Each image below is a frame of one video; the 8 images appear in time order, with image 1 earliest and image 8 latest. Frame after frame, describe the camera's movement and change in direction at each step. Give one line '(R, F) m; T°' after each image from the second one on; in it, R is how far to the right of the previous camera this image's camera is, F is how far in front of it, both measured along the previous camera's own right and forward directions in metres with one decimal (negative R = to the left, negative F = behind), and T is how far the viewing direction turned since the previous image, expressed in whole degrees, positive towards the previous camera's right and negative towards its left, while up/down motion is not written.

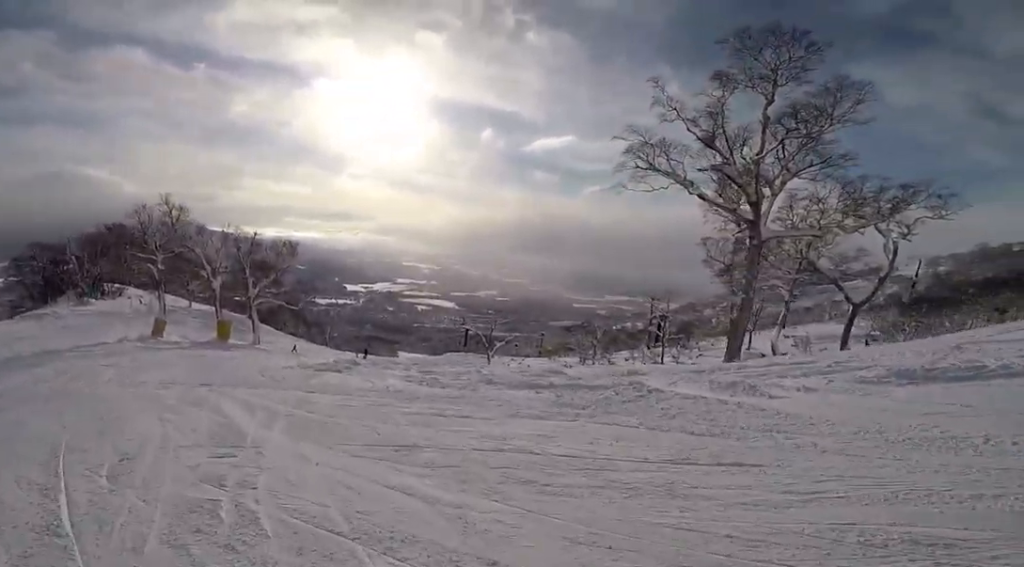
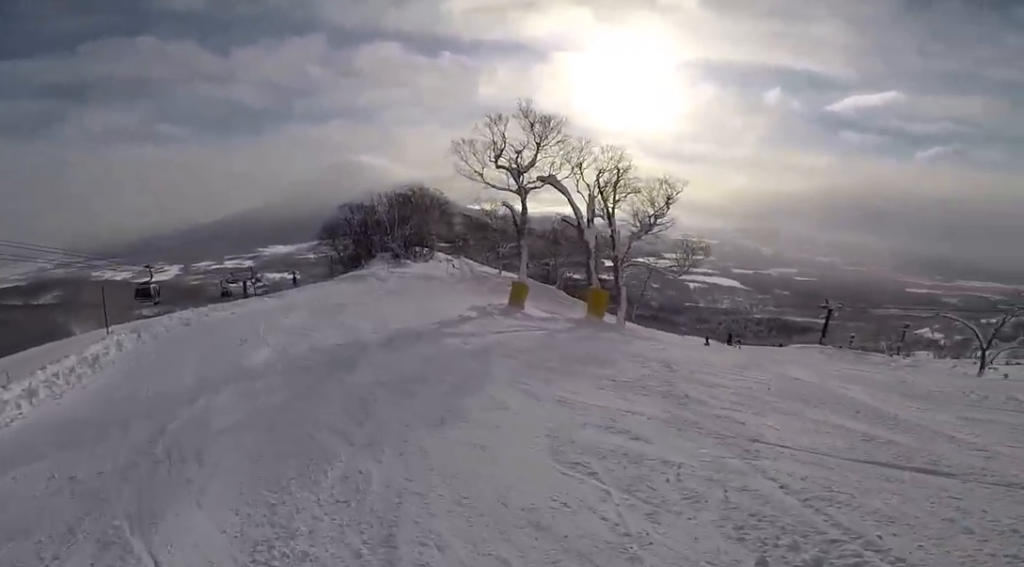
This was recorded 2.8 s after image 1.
(-3.2, +17.7) m; -10°
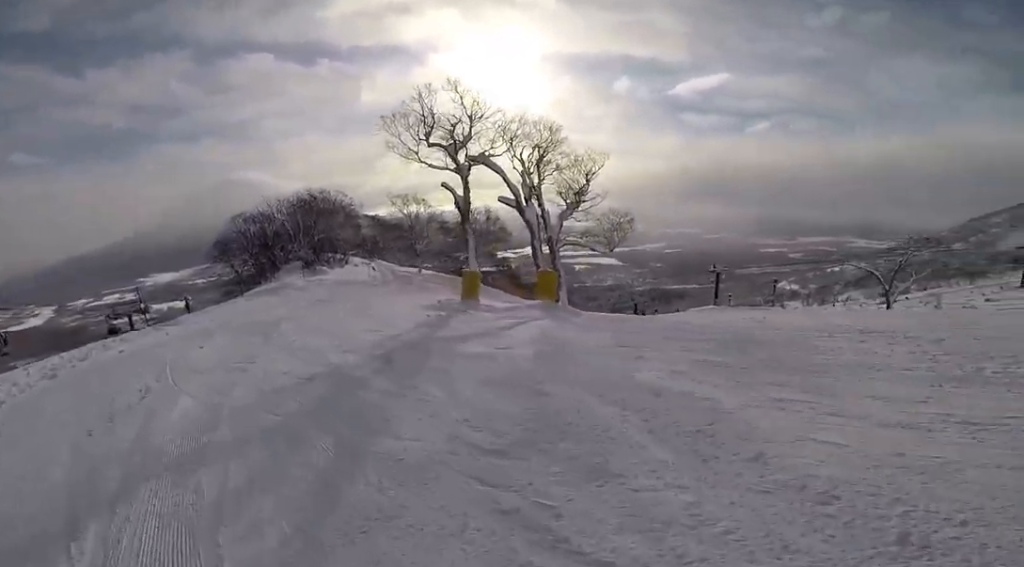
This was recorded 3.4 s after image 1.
(+0.8, +3.3) m; +10°
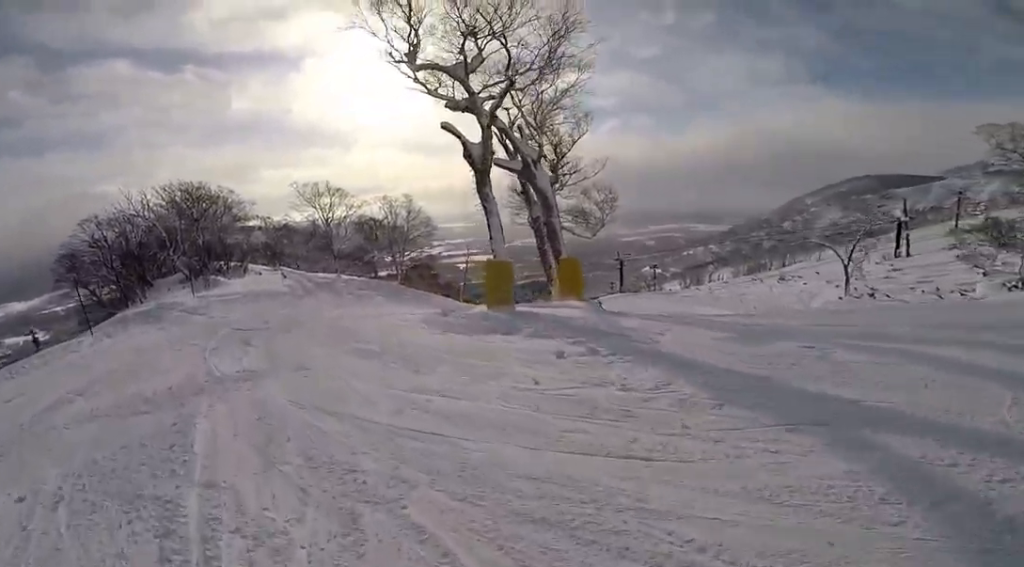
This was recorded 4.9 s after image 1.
(+0.9, +8.4) m; +7°
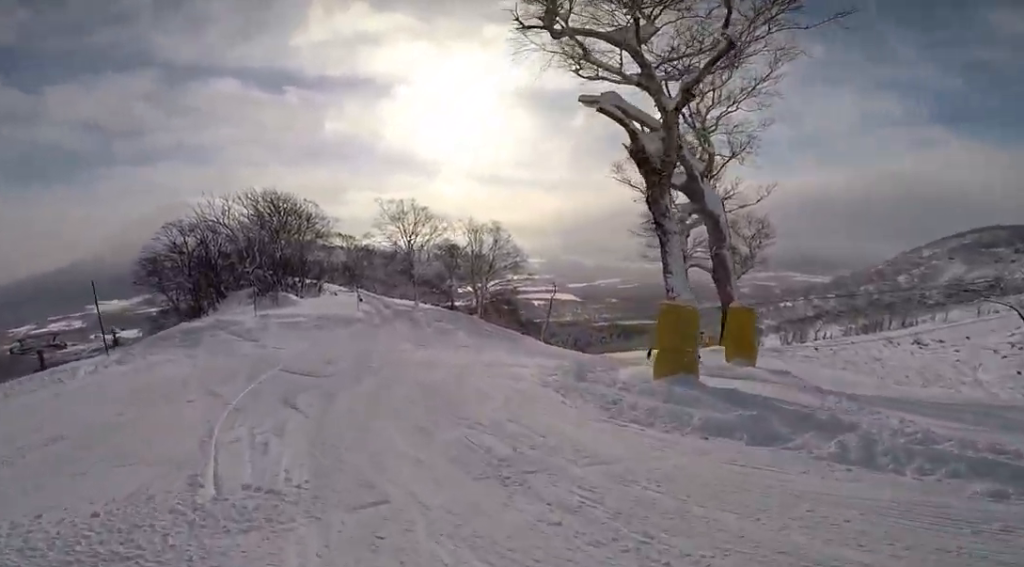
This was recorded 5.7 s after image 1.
(0.0, +4.0) m; 0°
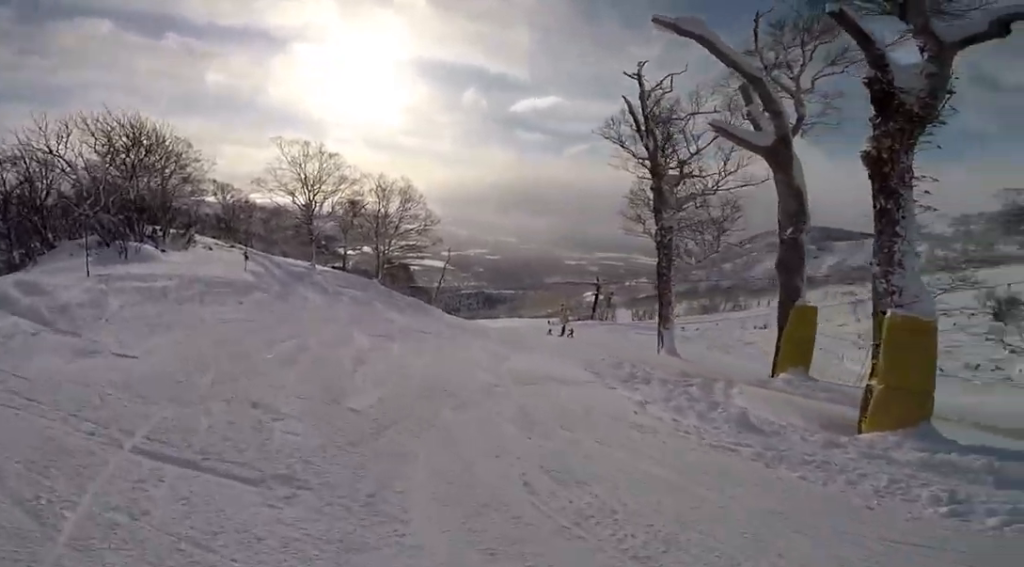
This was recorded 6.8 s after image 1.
(+0.1, +5.6) m; +10°
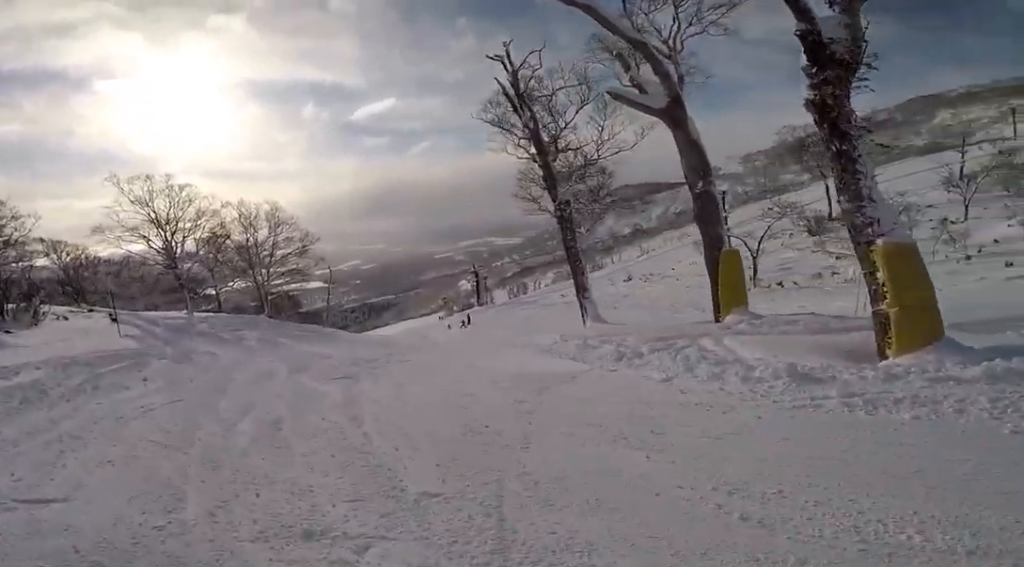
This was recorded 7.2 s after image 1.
(+0.2, +2.0) m; +12°
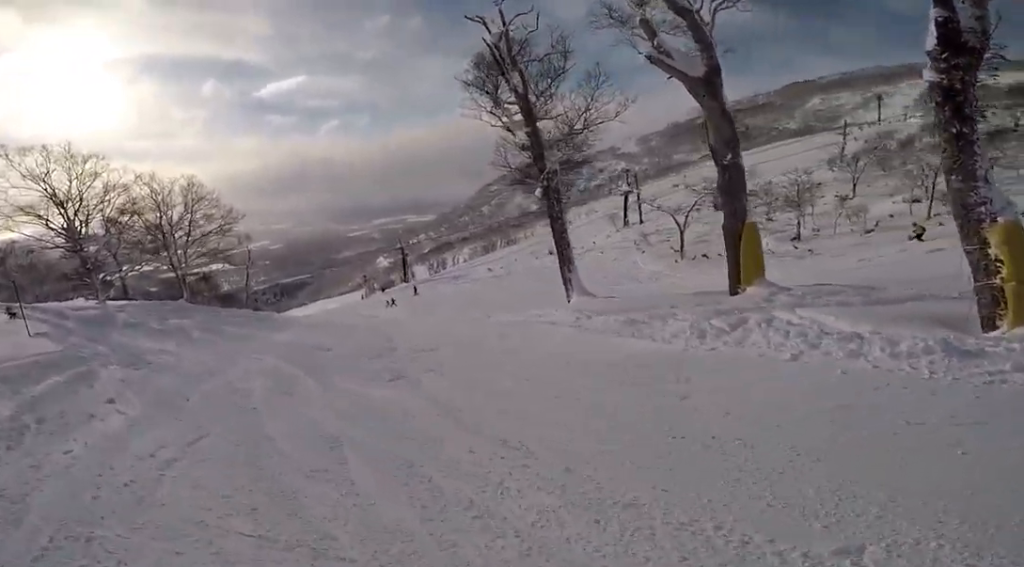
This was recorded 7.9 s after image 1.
(+0.3, +2.9) m; +17°
